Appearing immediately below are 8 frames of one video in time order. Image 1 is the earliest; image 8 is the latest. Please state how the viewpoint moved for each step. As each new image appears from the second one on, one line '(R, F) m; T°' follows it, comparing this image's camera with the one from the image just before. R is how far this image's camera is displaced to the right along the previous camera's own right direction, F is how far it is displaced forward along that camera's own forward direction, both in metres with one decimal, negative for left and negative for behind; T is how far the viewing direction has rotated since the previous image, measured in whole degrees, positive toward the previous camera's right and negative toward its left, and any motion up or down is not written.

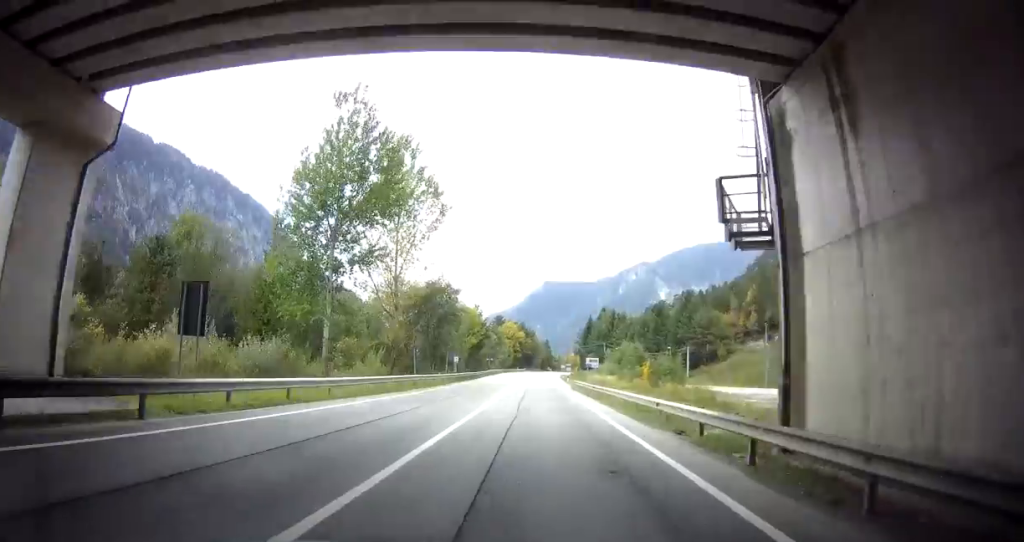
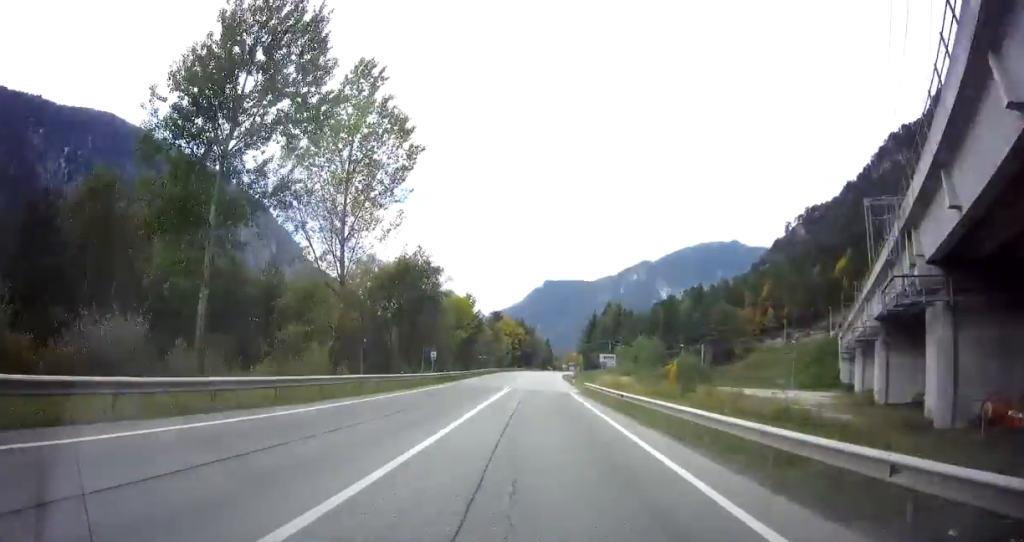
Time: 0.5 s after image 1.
(-0.1, +11.2) m; 0°
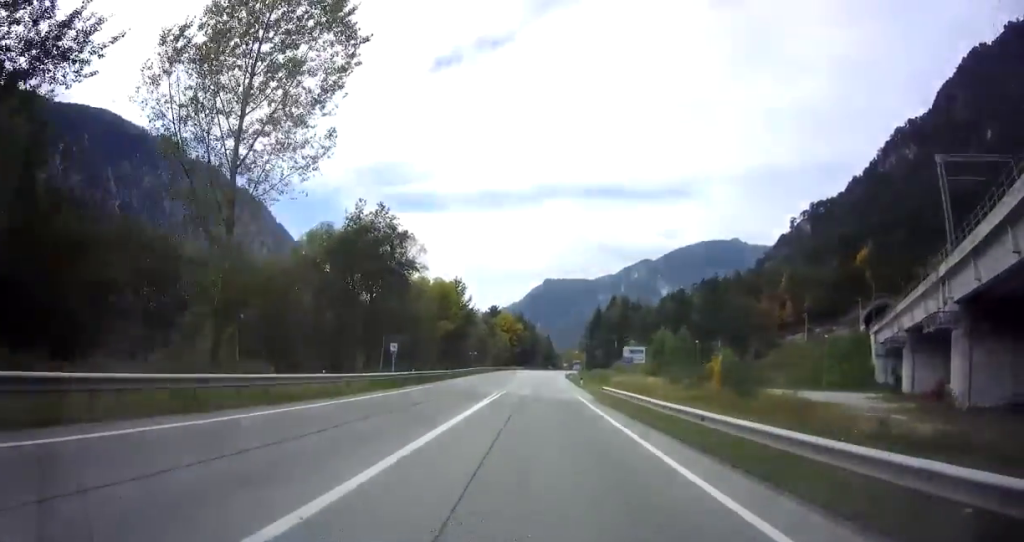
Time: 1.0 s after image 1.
(-0.3, +11.2) m; +1°
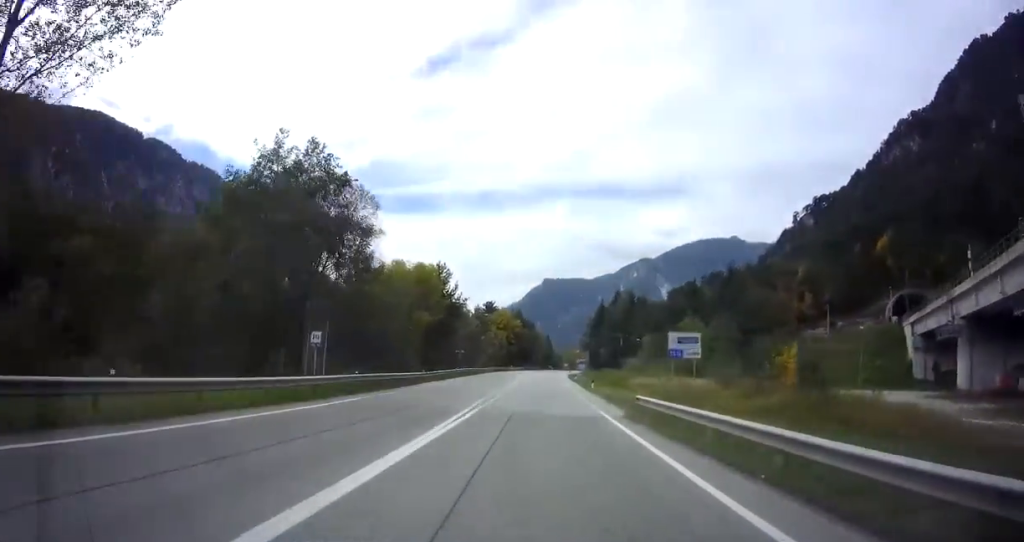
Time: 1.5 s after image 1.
(+0.1, +10.4) m; +1°
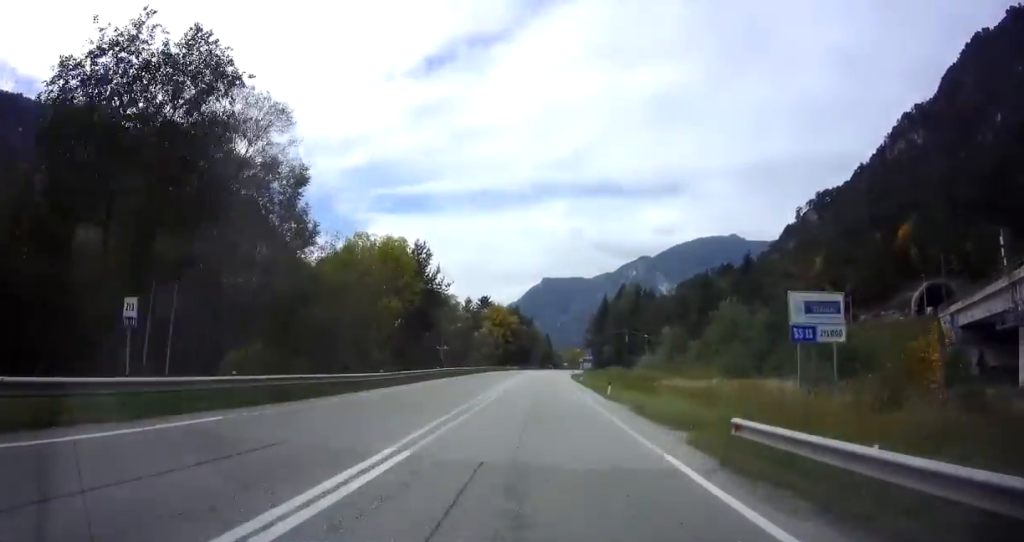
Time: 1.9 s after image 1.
(+0.4, +10.4) m; +1°
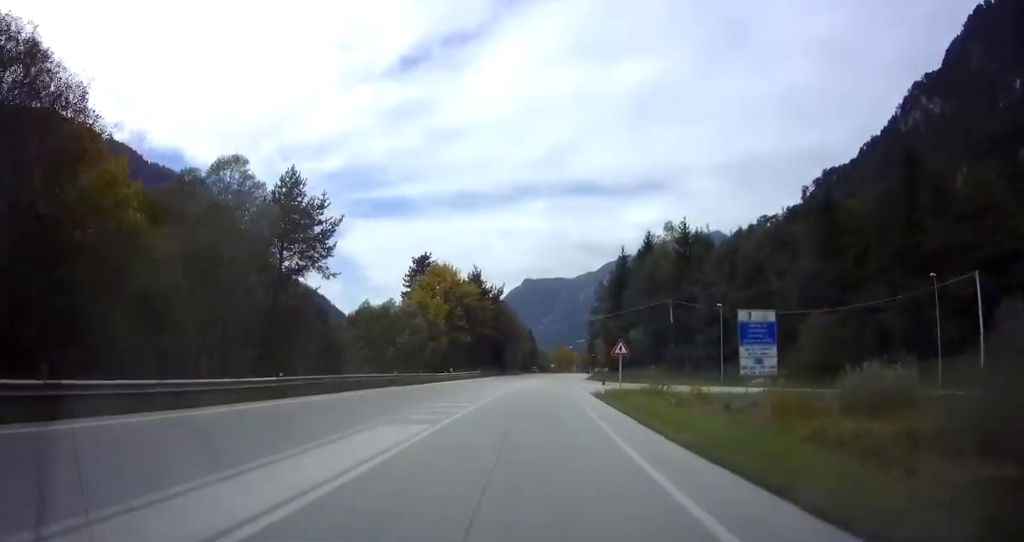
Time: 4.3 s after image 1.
(+0.6, +52.5) m; +2°
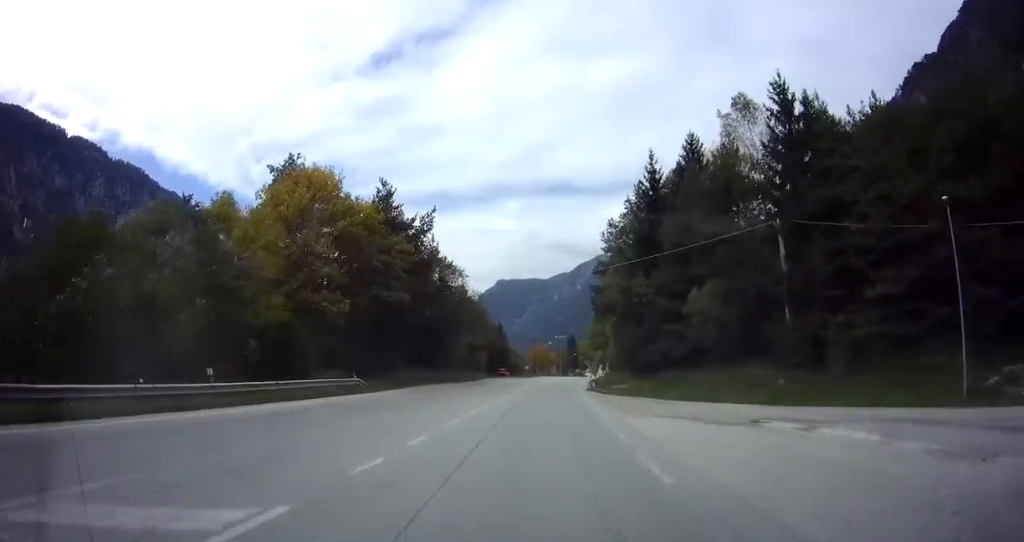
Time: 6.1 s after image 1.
(0.0, +37.7) m; +1°
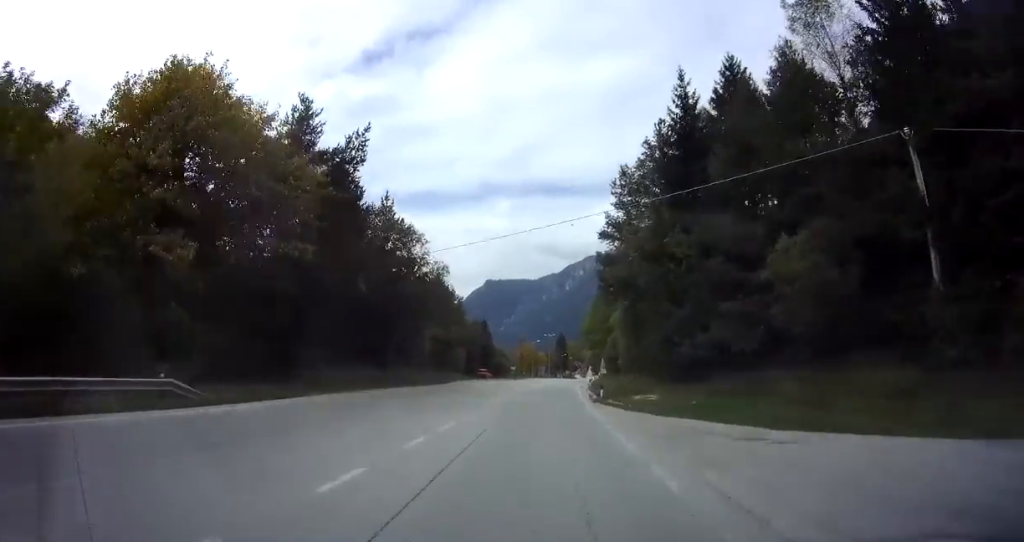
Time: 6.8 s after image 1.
(+0.3, +13.9) m; +2°
